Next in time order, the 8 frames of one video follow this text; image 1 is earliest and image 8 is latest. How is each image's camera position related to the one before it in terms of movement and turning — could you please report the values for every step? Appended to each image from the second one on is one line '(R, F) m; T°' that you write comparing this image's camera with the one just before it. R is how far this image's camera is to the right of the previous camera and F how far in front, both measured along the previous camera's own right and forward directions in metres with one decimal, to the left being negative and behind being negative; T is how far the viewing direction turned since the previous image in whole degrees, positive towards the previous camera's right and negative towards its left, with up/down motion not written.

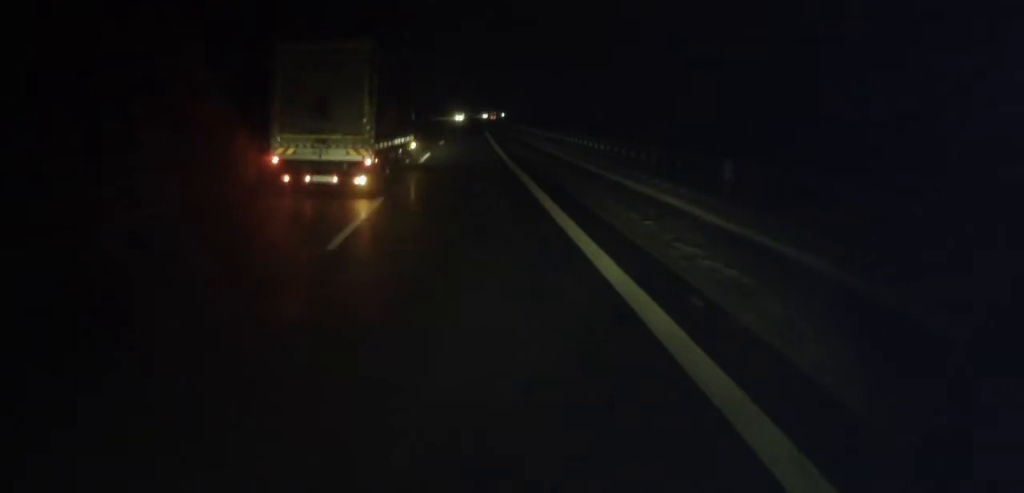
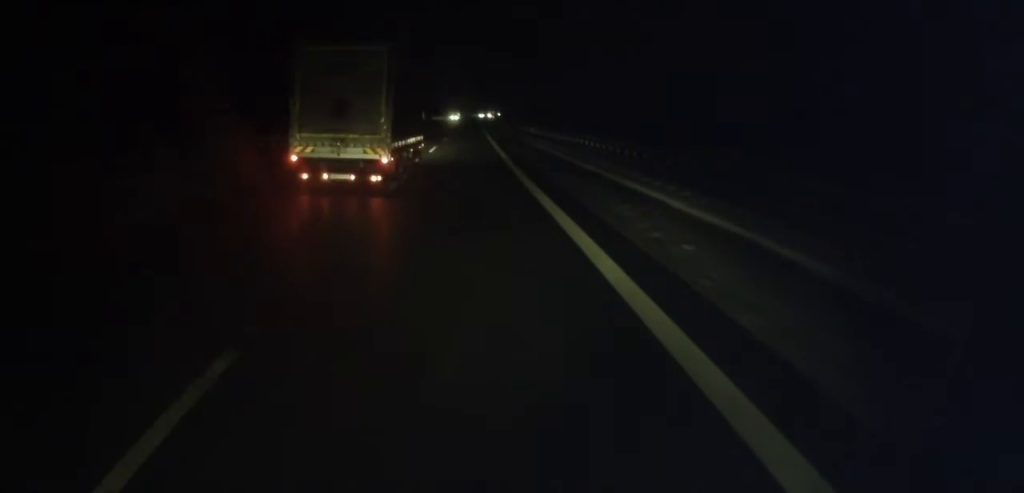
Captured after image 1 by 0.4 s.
(+0.2, +10.0) m; 0°
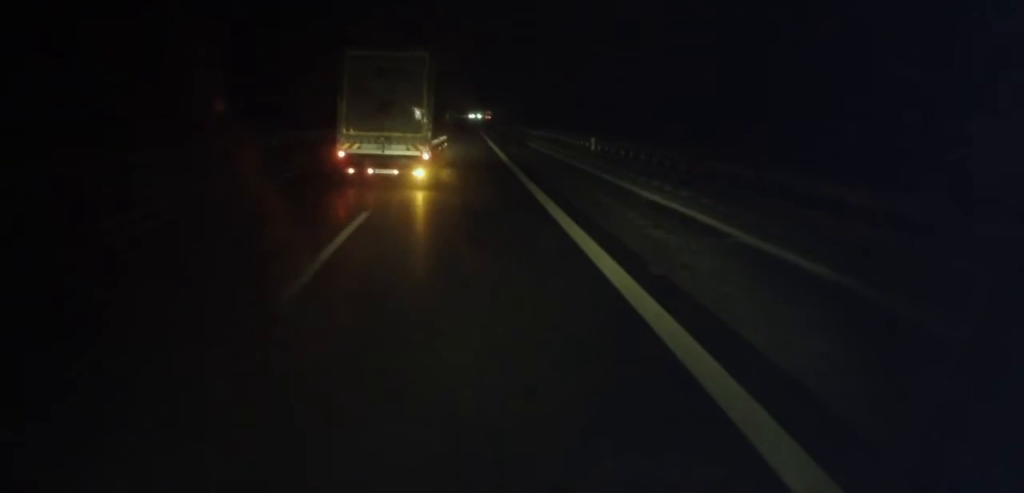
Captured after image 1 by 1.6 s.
(-0.1, +27.7) m; 0°
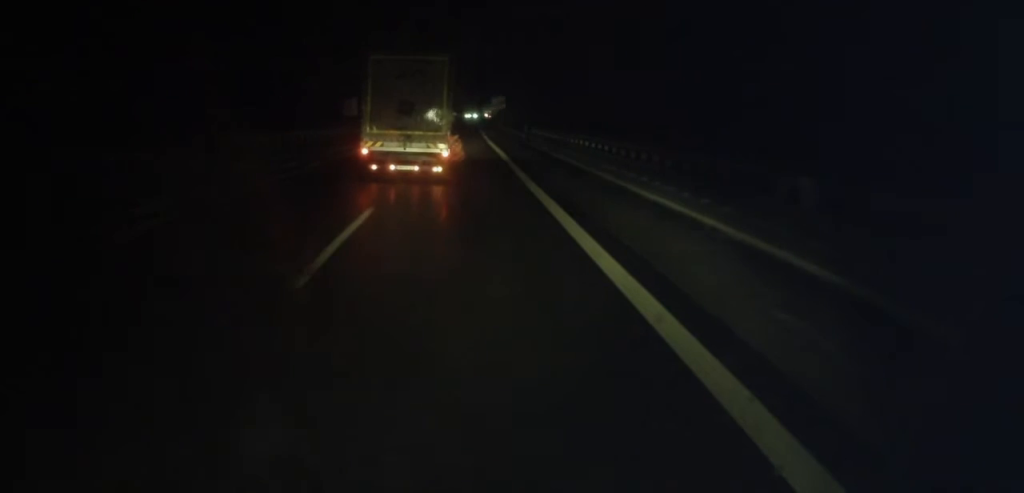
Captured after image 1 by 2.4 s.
(0.0, +17.6) m; +1°
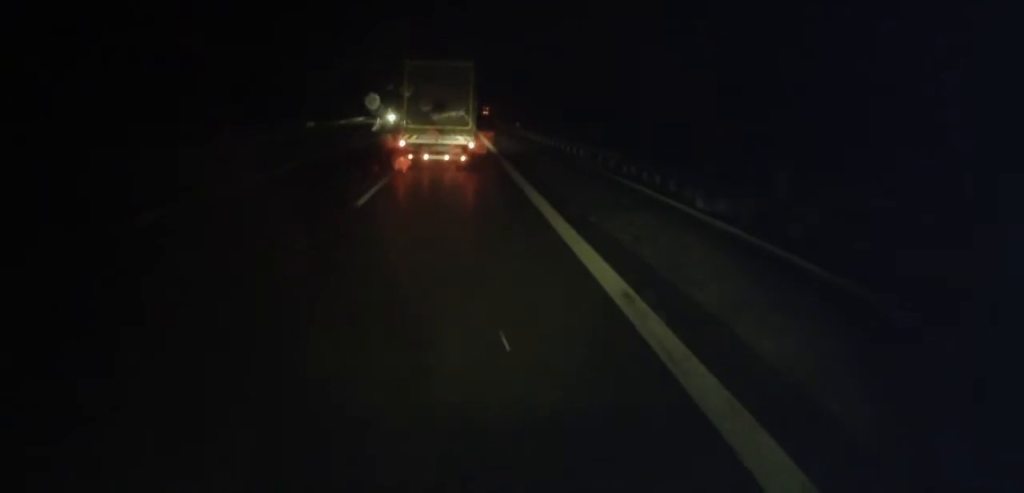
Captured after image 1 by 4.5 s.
(+0.8, +48.5) m; +1°
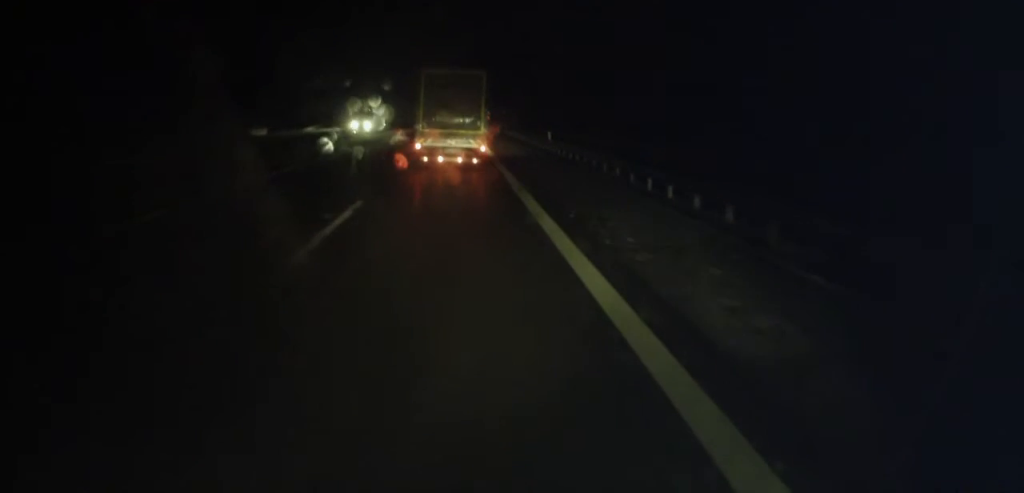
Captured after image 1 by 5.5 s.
(0.0, +23.0) m; 0°
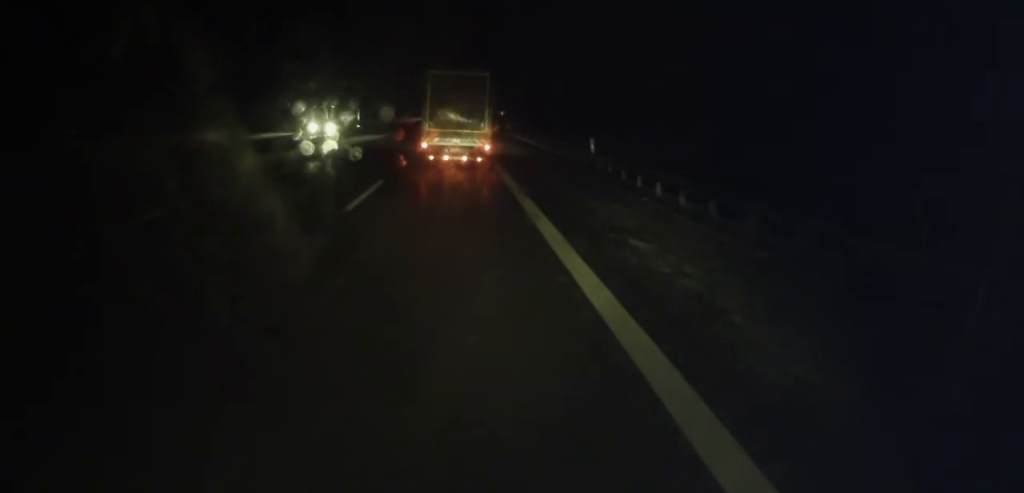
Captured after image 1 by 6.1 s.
(0.0, +13.0) m; 0°
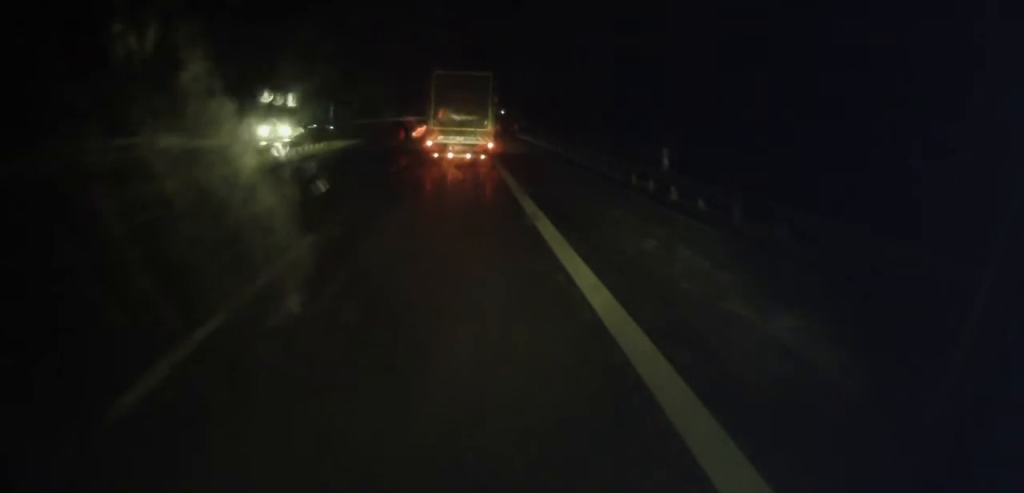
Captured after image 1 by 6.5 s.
(0.0, +9.2) m; +1°
